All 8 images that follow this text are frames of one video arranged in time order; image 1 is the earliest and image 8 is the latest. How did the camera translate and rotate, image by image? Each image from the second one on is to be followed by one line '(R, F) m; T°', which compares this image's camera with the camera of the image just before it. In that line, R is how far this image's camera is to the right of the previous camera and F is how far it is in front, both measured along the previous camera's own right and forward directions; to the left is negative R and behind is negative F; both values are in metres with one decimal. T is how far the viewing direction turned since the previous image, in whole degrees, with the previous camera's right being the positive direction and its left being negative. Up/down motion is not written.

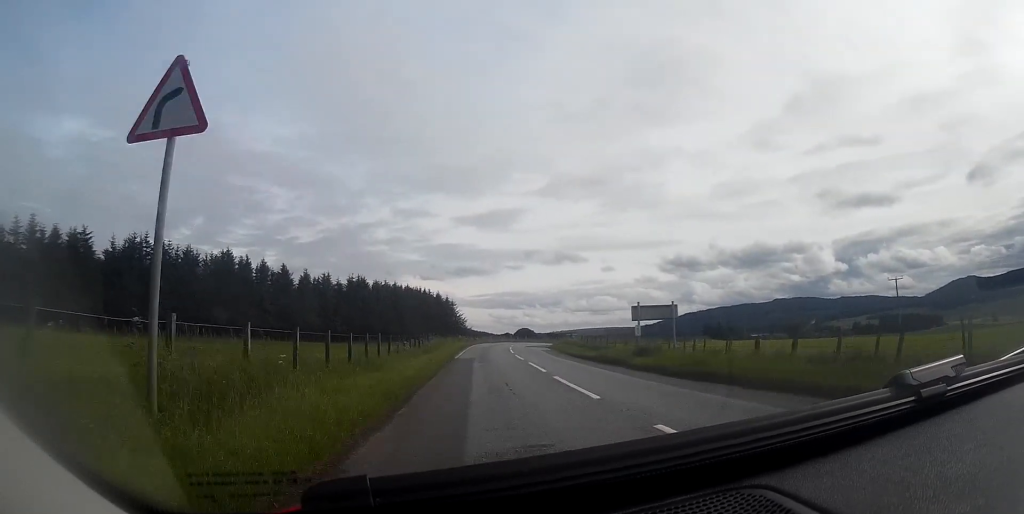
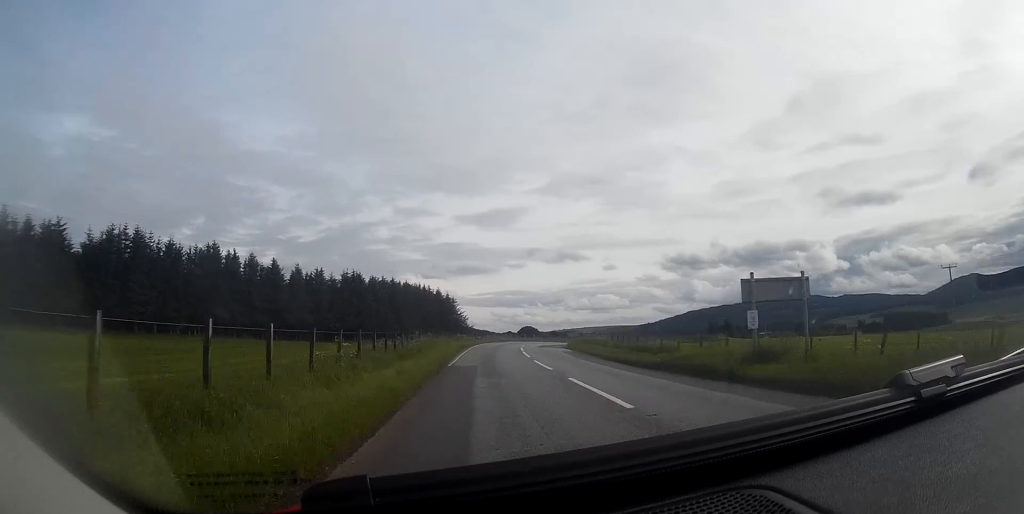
(0.0, +9.9) m; 0°
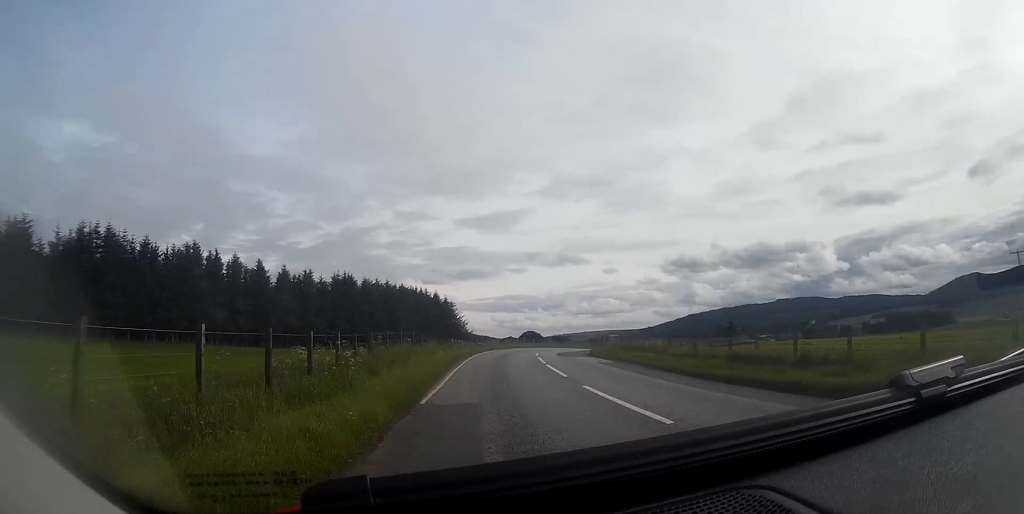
(0.0, +10.9) m; 0°
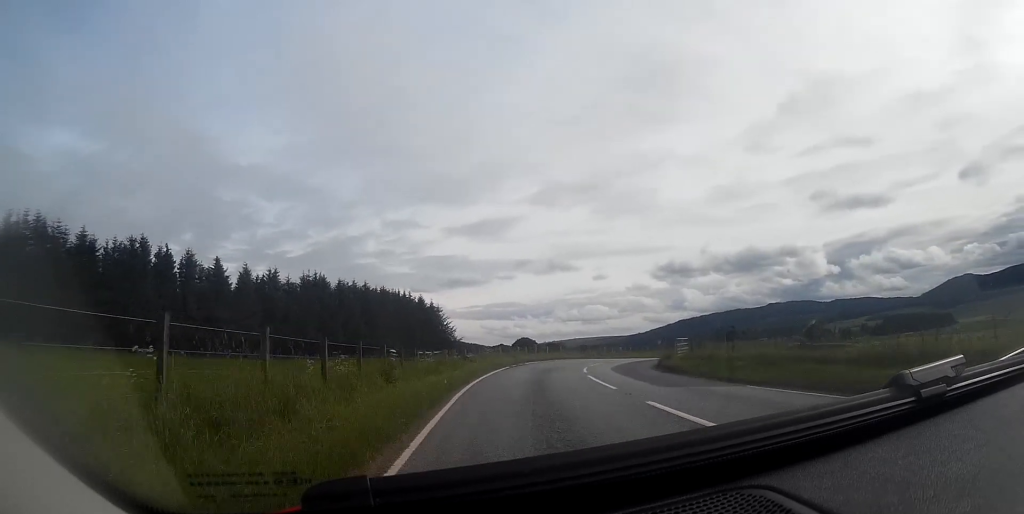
(+0.1, +20.1) m; +2°
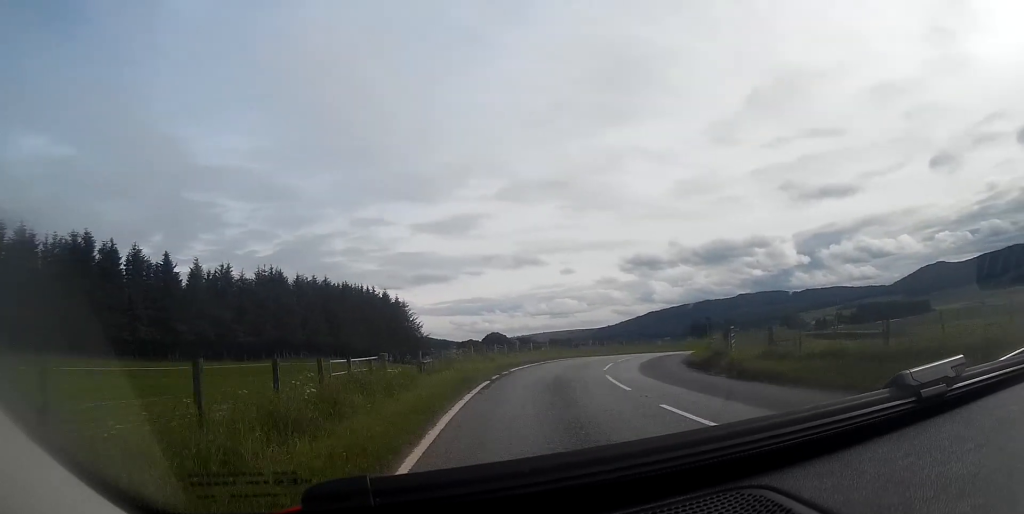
(+0.3, +10.2) m; +4°
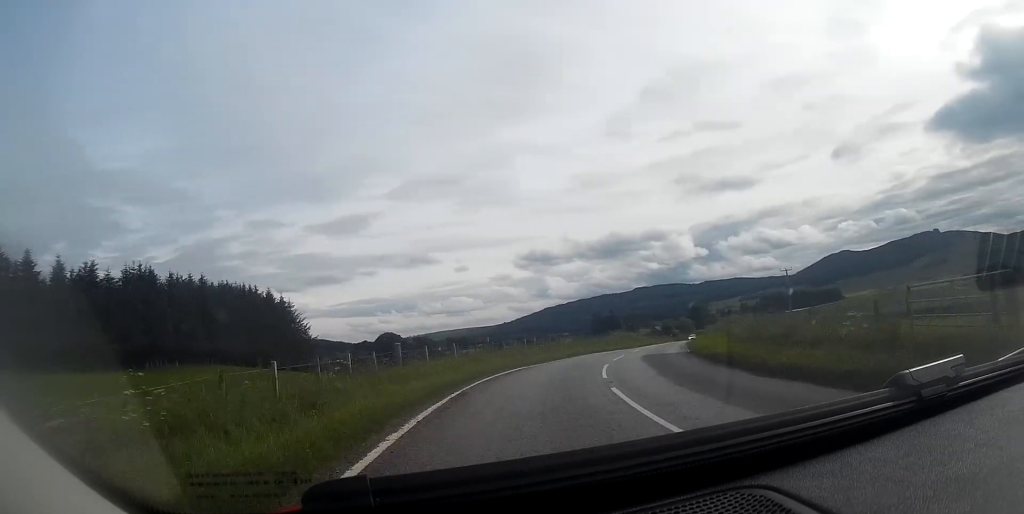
(+1.0, +15.9) m; +8°
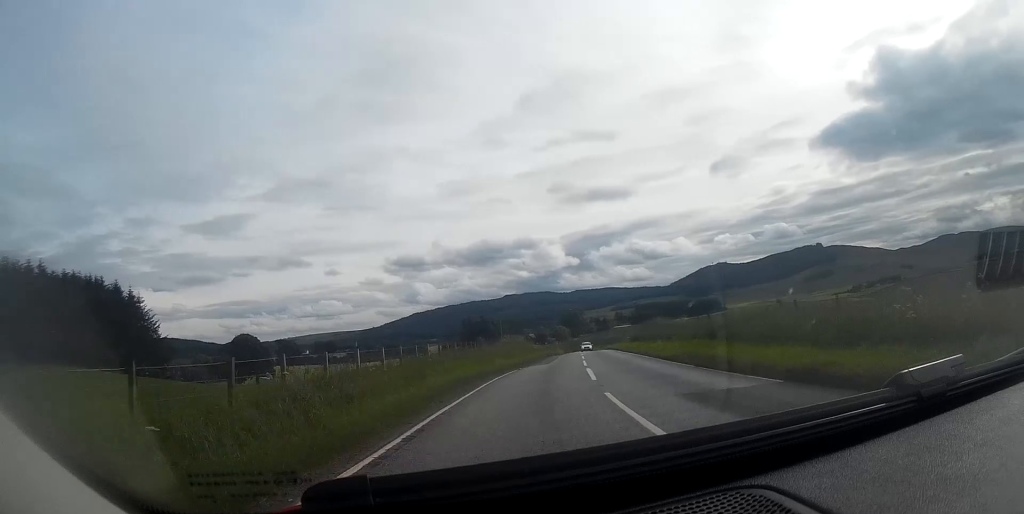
(+1.4, +18.0) m; +11°
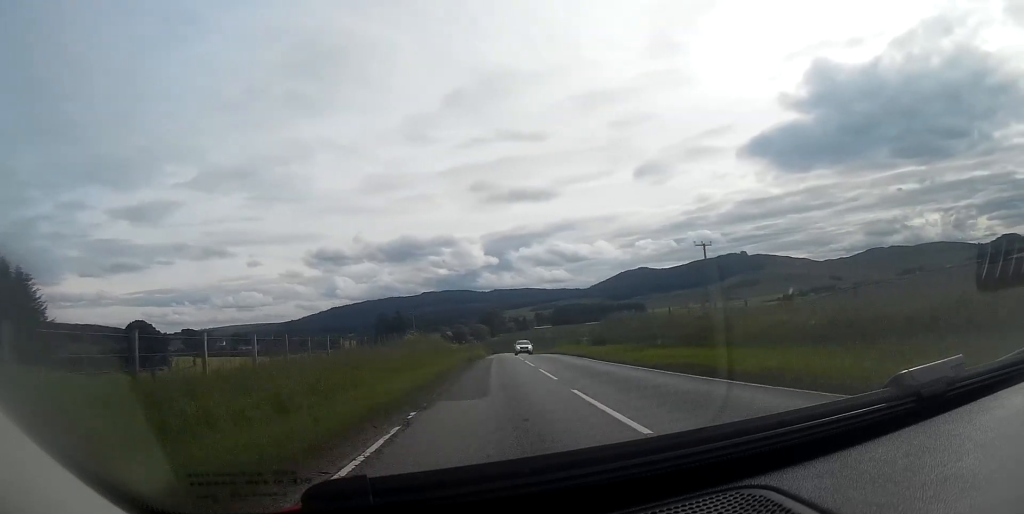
(+1.6, +17.3) m; +7°
